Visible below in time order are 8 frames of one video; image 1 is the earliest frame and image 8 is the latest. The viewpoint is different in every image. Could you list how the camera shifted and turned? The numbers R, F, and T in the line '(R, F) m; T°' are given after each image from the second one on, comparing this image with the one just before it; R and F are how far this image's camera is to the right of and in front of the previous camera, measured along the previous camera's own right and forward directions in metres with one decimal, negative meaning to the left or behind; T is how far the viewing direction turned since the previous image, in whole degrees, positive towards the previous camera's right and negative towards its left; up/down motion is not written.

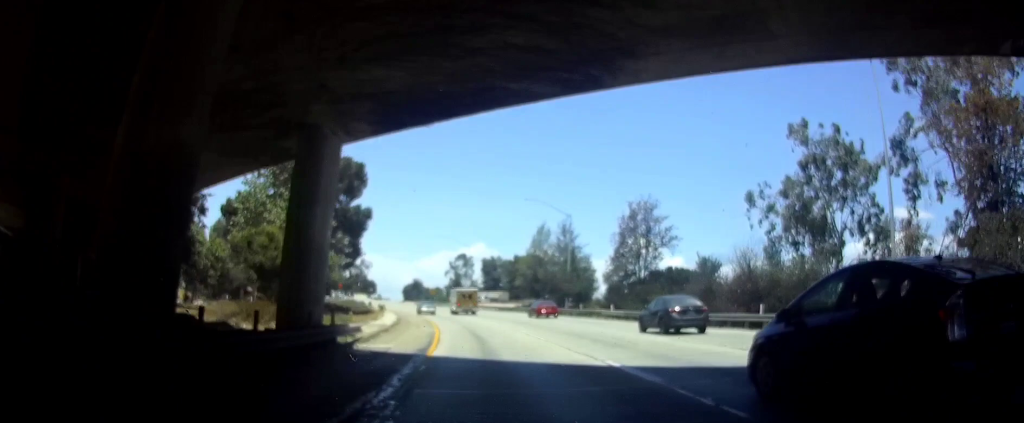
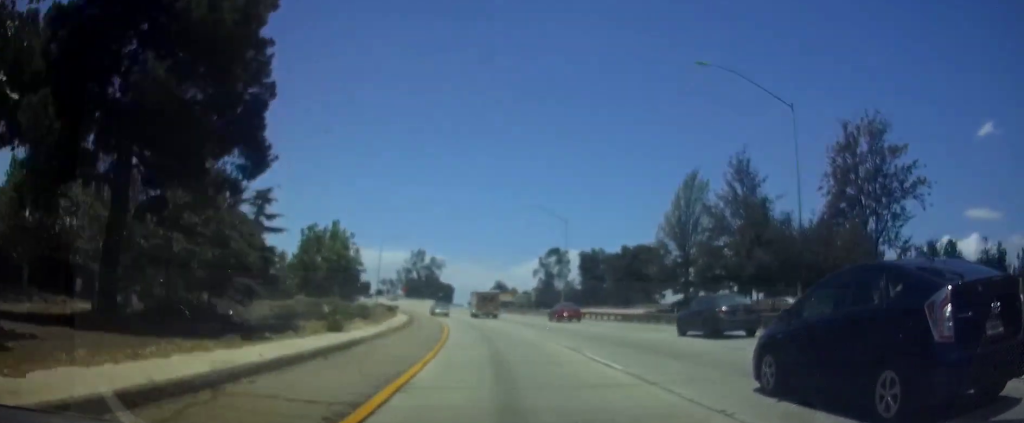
(-2.8, +39.9) m; -8°
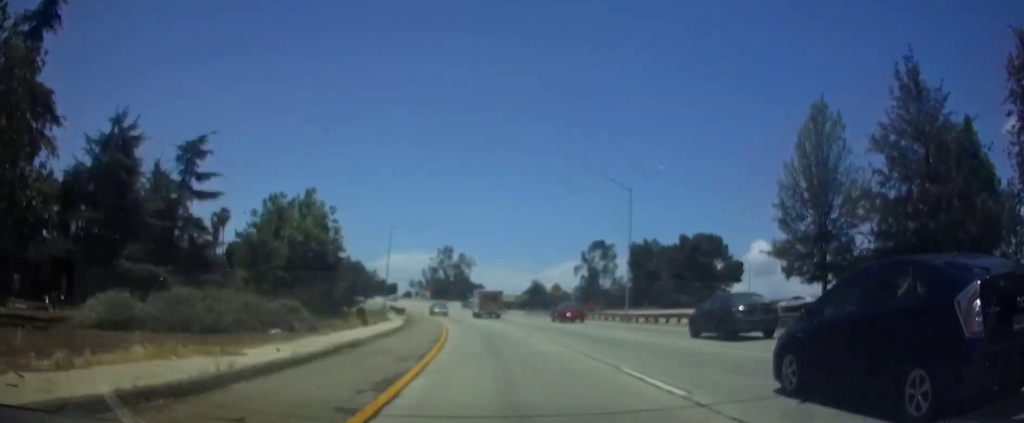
(-0.7, +20.2) m; -3°
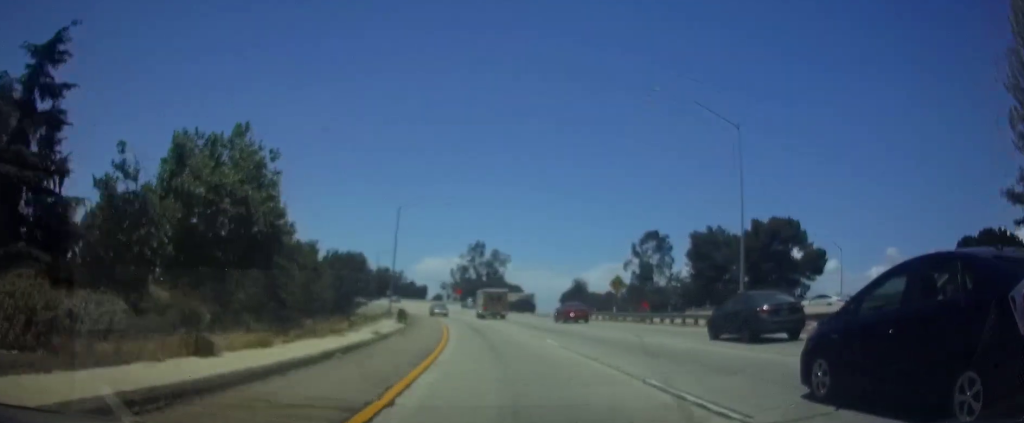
(-0.5, +19.4) m; -3°
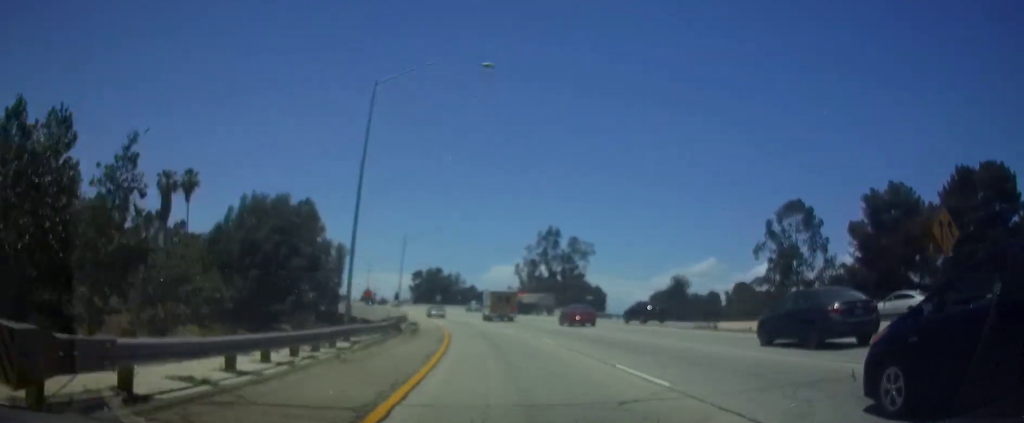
(-2.3, +37.9) m; -6°
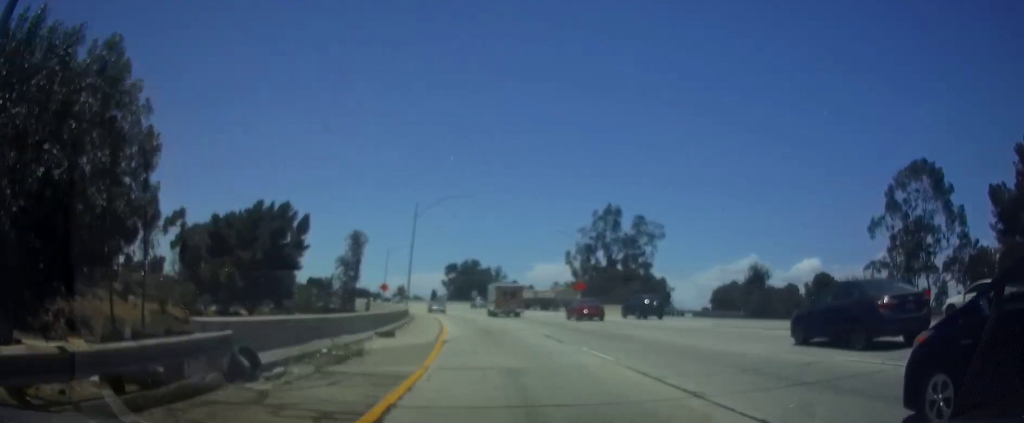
(-0.7, +22.6) m; -4°
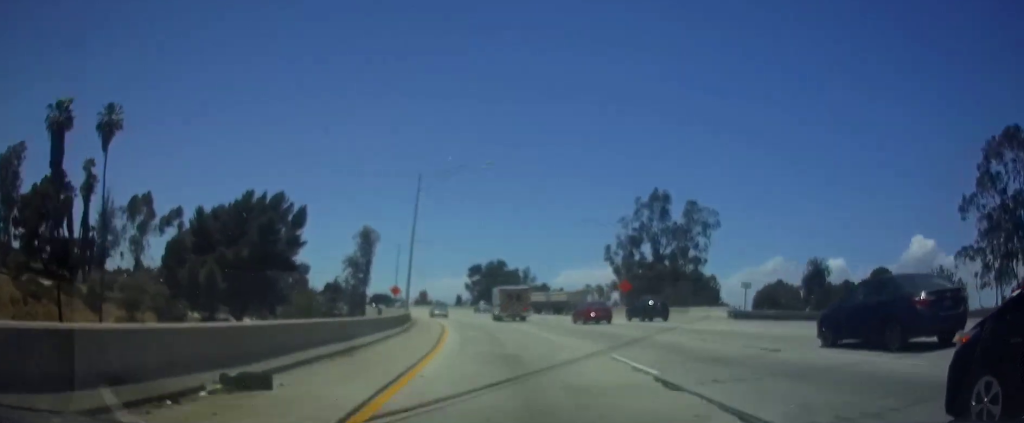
(-0.1, +14.1) m; -2°
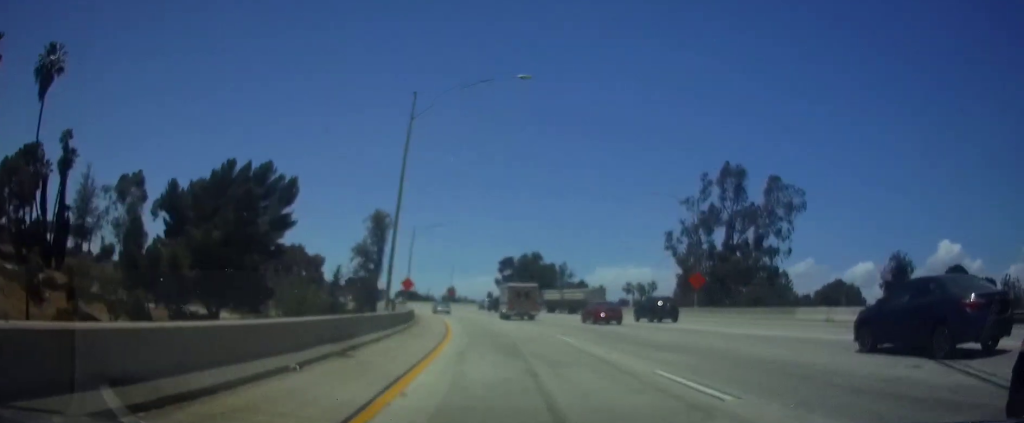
(-0.5, +16.4) m; -3°
